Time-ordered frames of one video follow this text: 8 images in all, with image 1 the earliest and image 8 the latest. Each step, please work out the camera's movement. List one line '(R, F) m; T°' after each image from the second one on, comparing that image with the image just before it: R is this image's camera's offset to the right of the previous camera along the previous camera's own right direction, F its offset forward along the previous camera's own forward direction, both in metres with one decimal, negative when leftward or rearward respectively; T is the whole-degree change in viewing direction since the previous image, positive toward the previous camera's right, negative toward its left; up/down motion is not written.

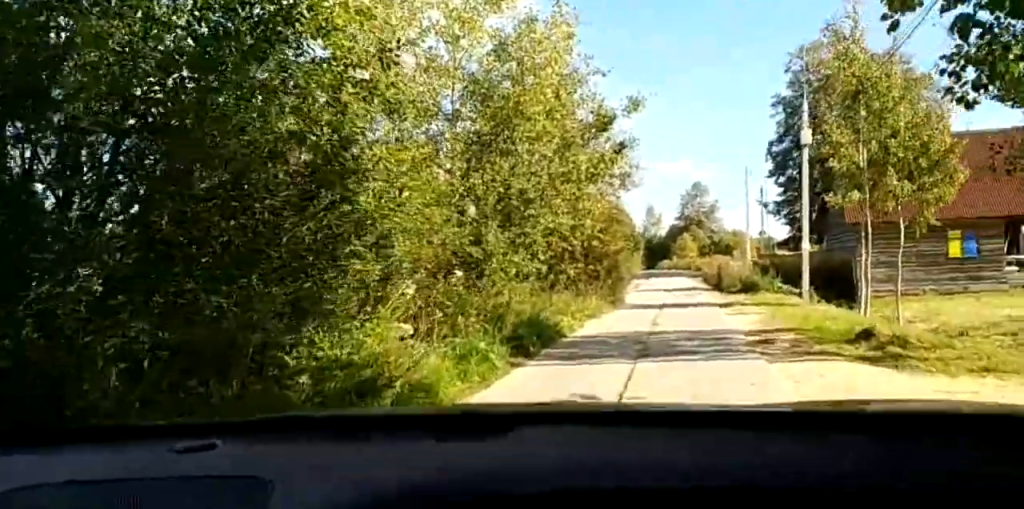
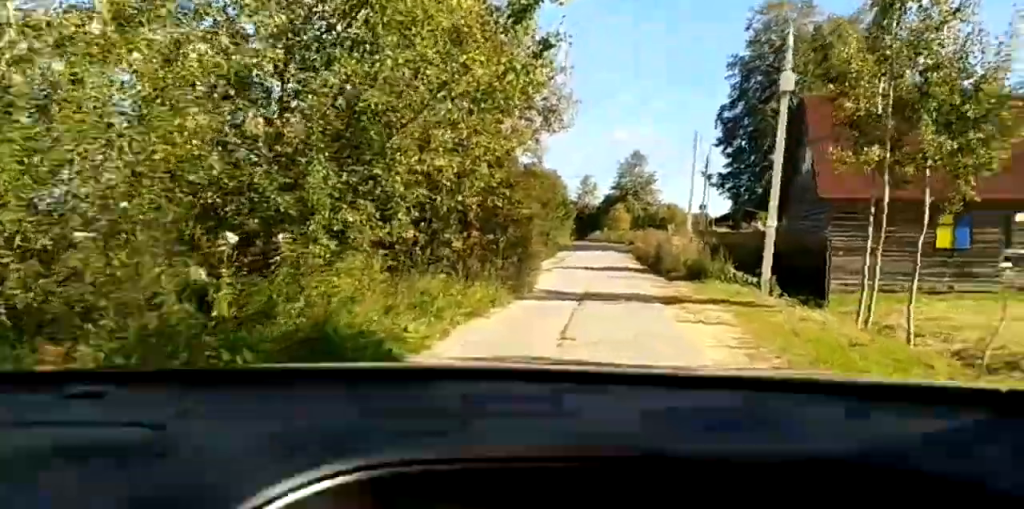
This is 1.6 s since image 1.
(+1.2, +8.8) m; +11°
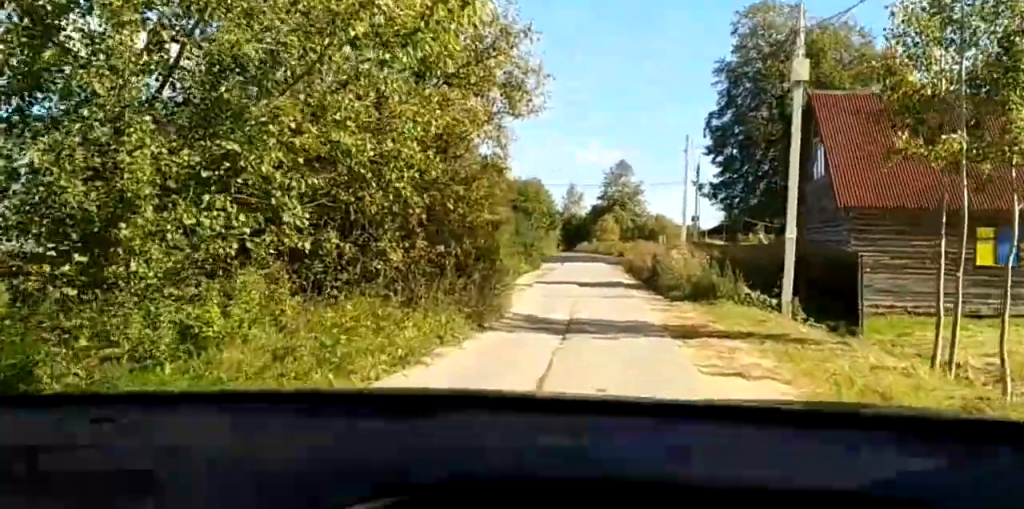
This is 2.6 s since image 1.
(0.0, +6.1) m; +5°
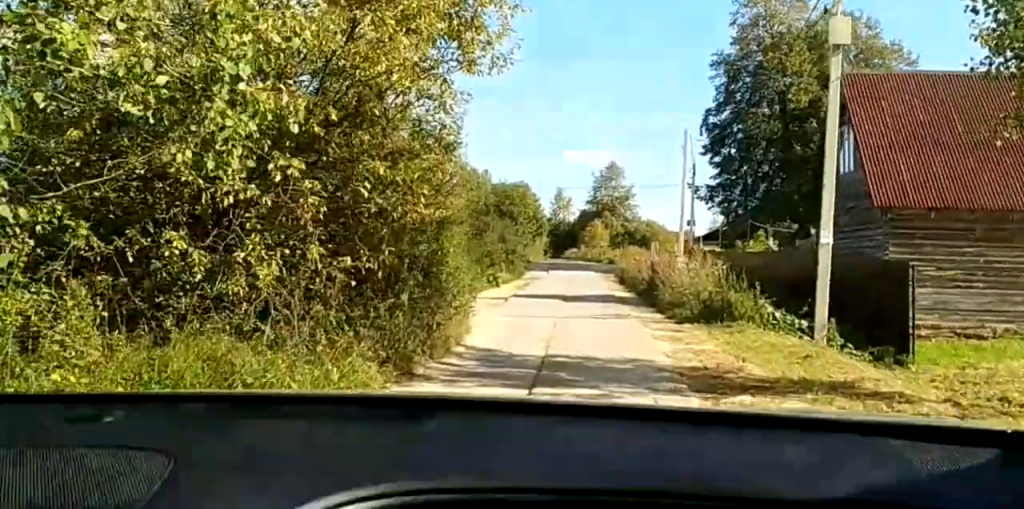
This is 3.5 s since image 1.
(+0.5, +5.9) m; +4°
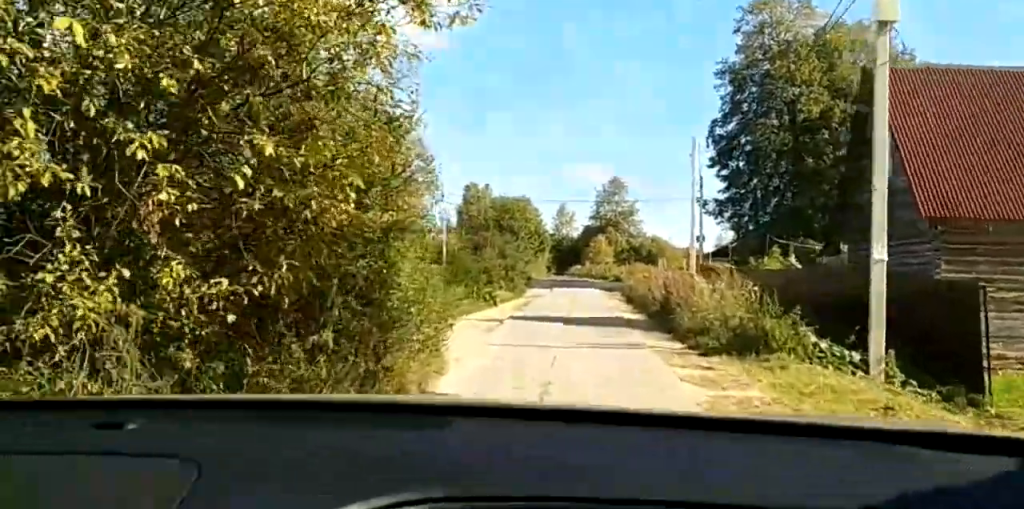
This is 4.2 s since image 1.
(0.0, +3.8) m; -1°
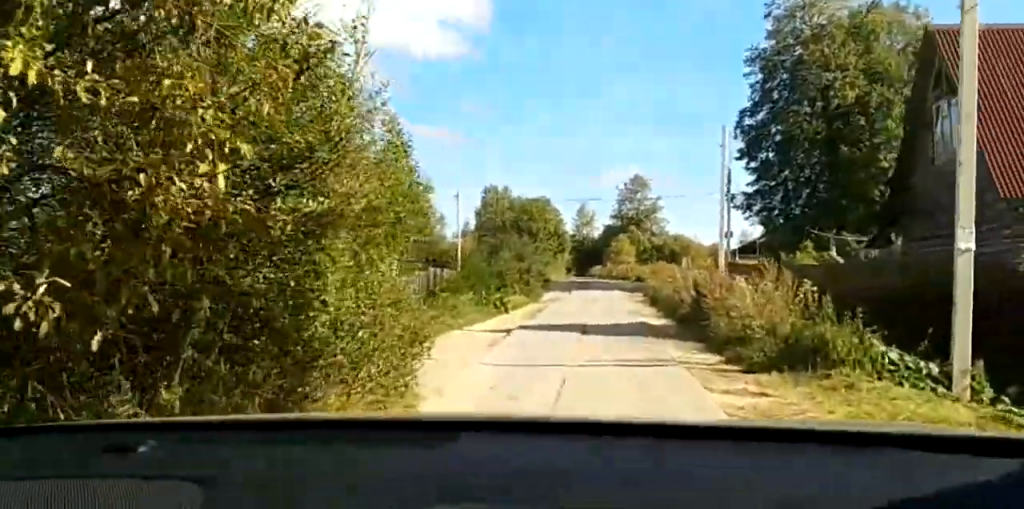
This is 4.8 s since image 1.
(0.0, +3.4) m; -1°
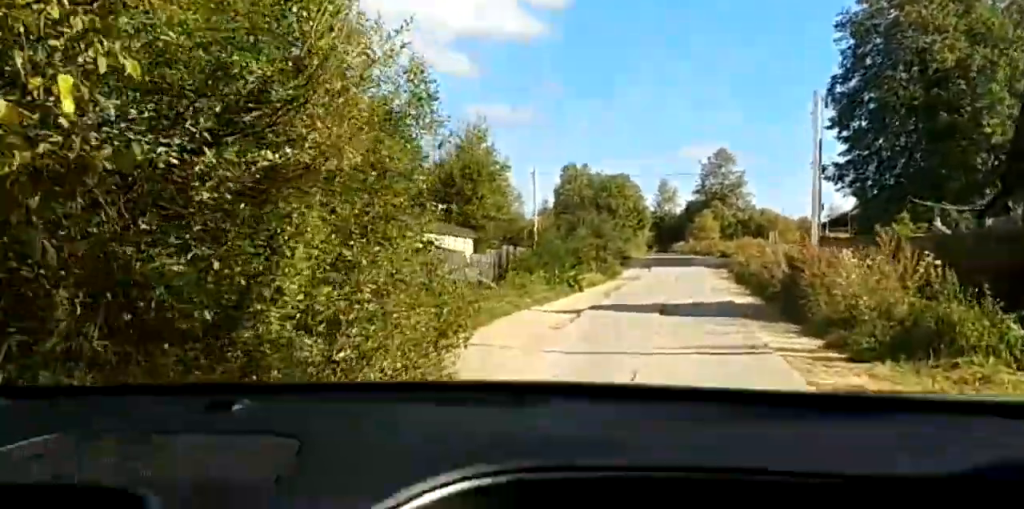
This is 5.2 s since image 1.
(0.0, +2.1) m; 0°
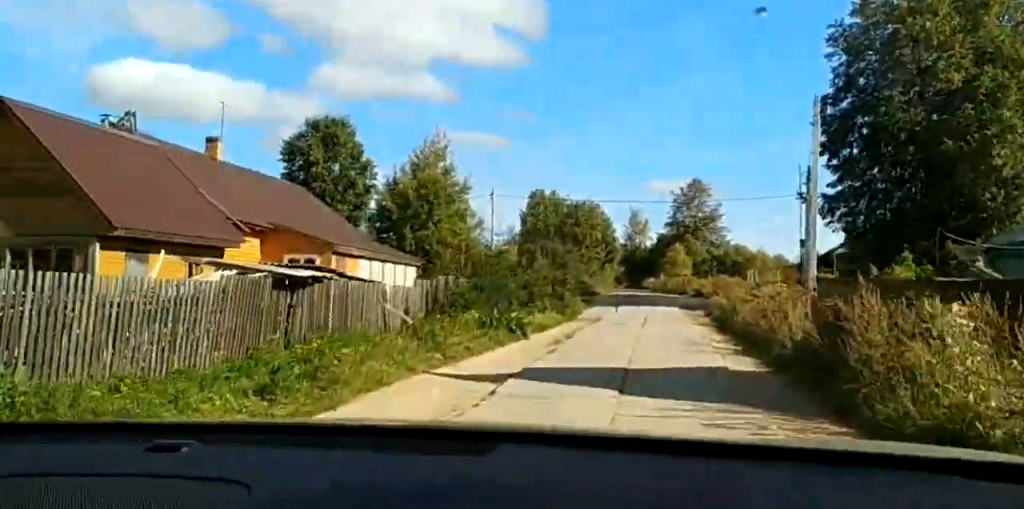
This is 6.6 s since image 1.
(0.0, +7.6) m; 0°
